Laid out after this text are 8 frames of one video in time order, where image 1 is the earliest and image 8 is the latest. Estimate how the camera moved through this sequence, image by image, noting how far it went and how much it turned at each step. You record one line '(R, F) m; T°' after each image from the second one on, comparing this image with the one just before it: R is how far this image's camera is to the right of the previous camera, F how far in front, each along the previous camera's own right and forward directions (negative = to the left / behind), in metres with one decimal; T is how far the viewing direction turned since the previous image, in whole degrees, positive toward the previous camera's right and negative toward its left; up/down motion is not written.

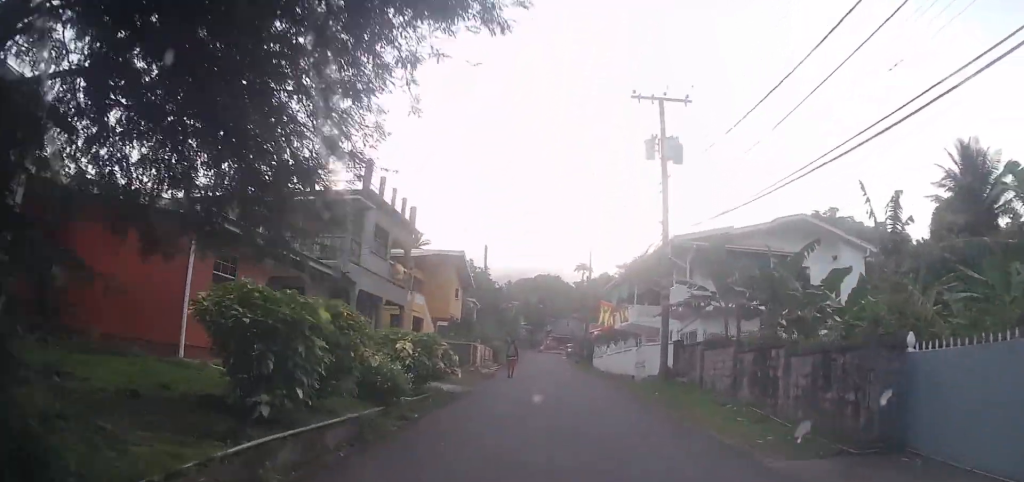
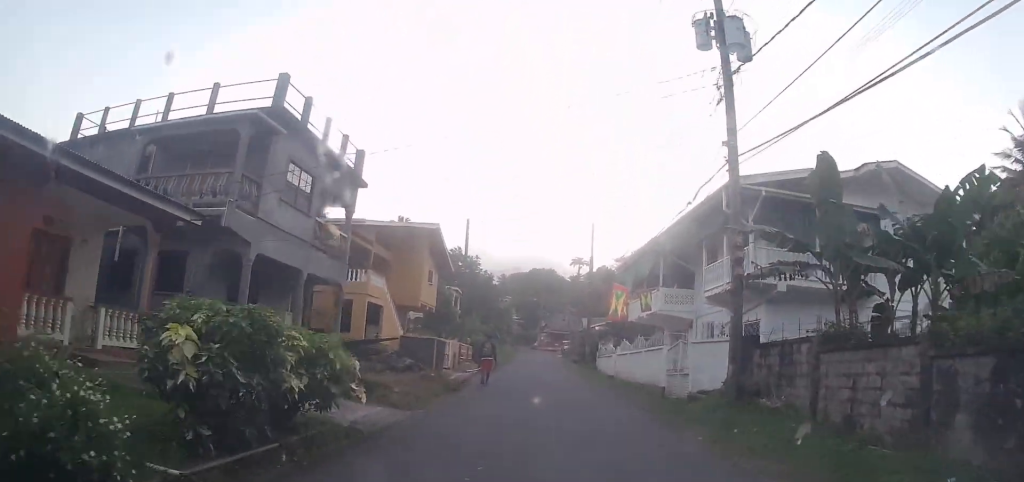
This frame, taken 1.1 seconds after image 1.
(+0.1, +8.6) m; 0°
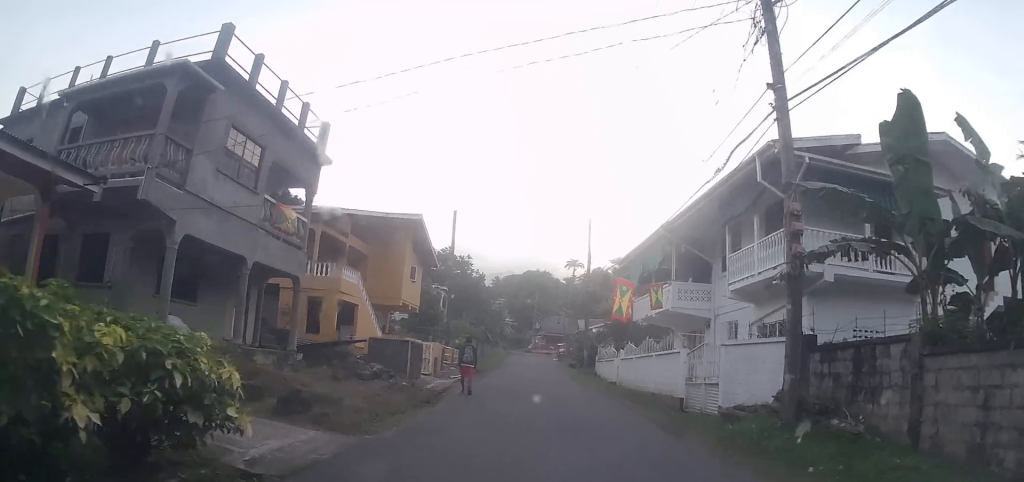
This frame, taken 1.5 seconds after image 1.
(+0.2, +3.4) m; -1°
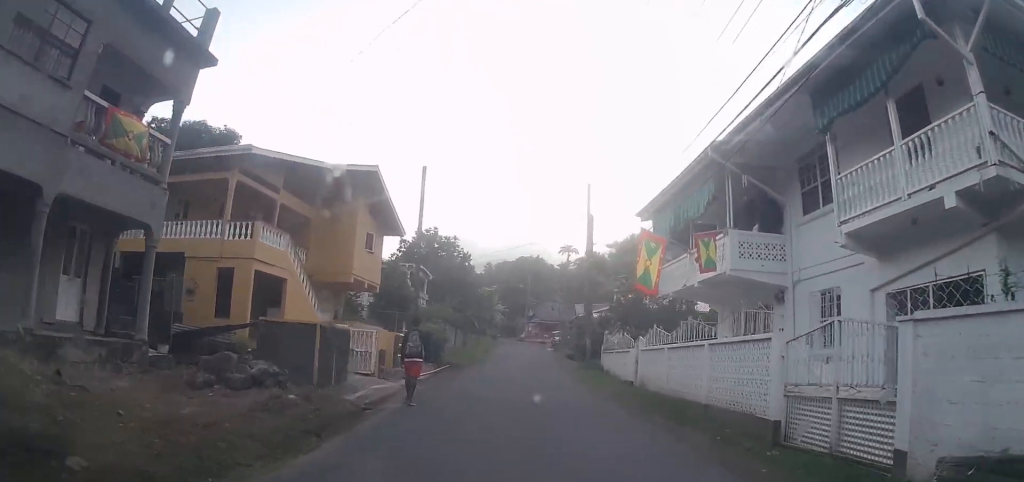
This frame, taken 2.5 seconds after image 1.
(-0.5, +7.3) m; +1°
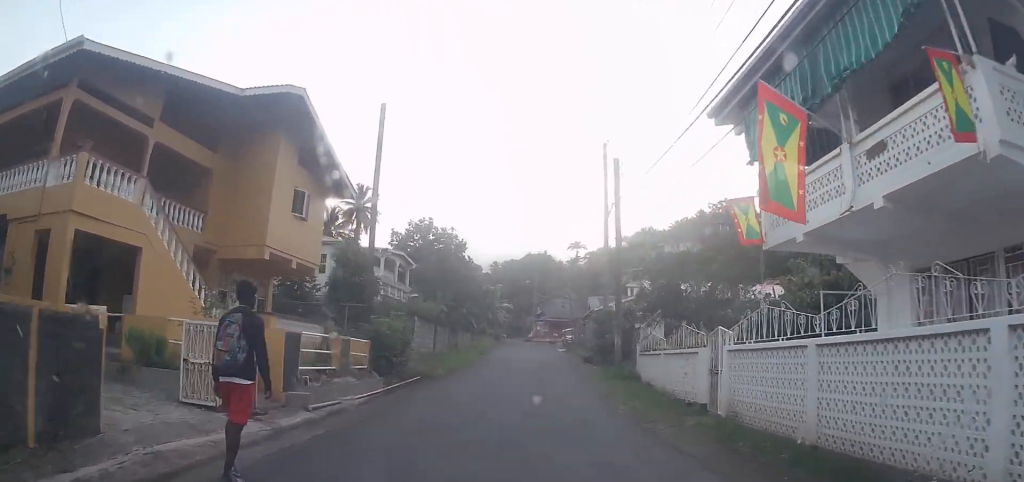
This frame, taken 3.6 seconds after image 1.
(+0.7, +8.4) m; +1°
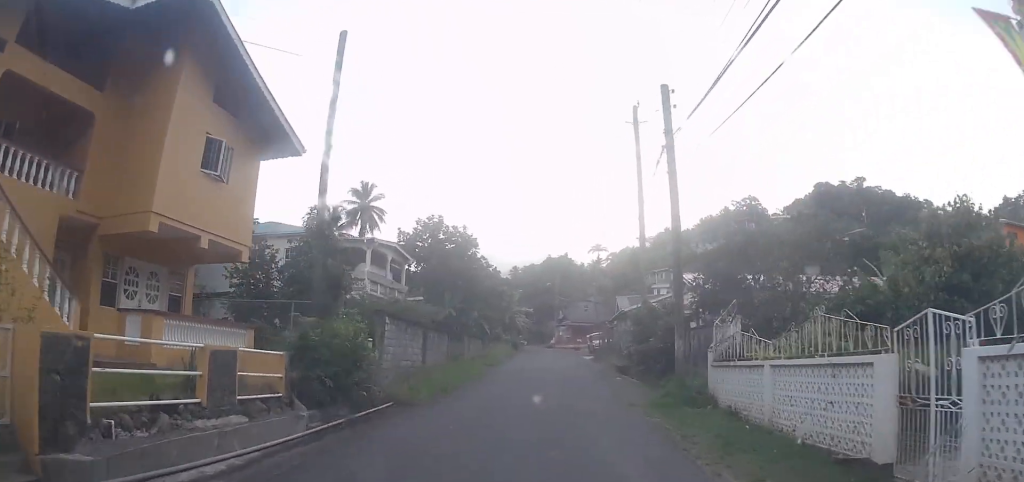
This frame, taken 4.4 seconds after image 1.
(-0.5, +6.3) m; -1°
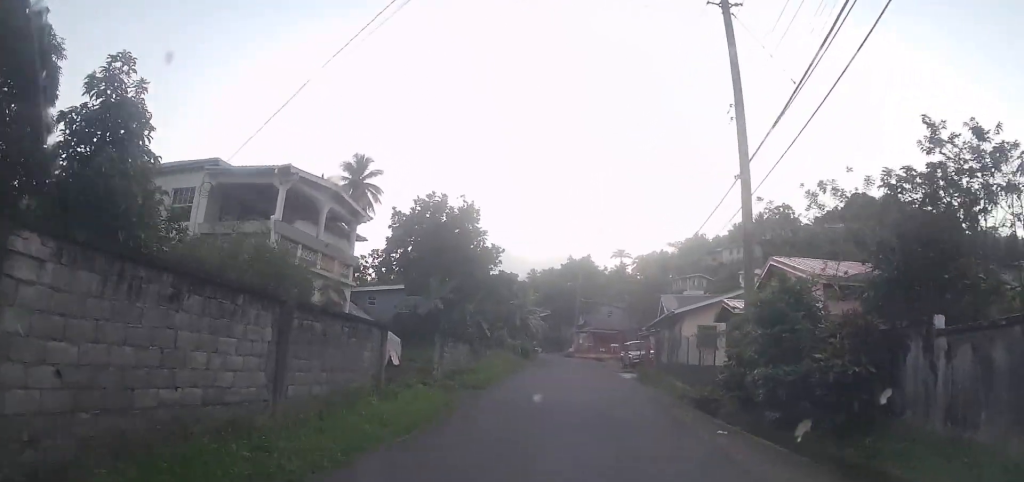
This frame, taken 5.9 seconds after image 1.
(+0.1, +12.3) m; -2°
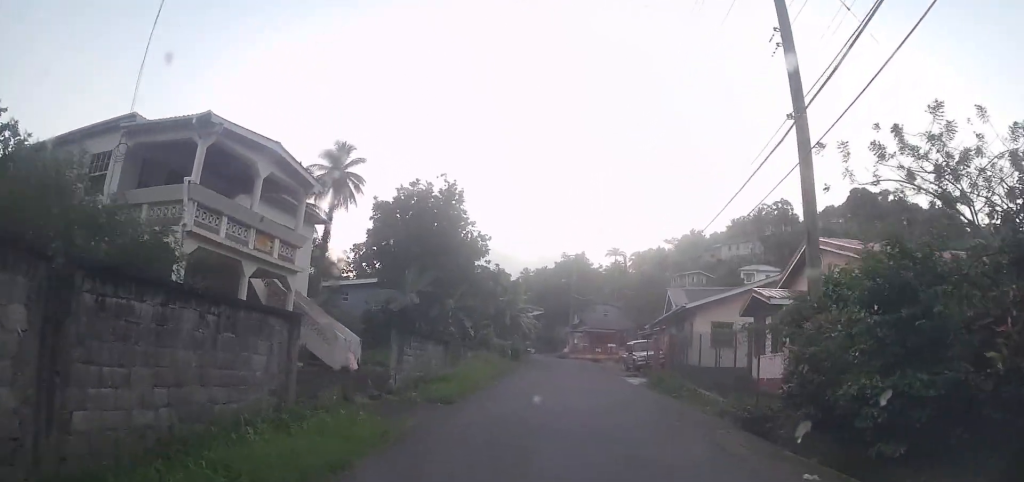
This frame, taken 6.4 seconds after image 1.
(-0.1, +4.3) m; -3°
